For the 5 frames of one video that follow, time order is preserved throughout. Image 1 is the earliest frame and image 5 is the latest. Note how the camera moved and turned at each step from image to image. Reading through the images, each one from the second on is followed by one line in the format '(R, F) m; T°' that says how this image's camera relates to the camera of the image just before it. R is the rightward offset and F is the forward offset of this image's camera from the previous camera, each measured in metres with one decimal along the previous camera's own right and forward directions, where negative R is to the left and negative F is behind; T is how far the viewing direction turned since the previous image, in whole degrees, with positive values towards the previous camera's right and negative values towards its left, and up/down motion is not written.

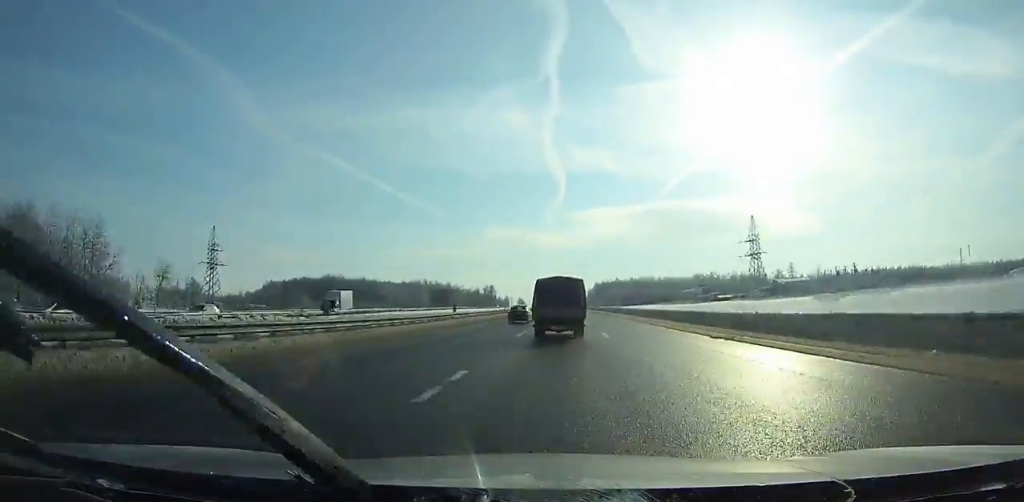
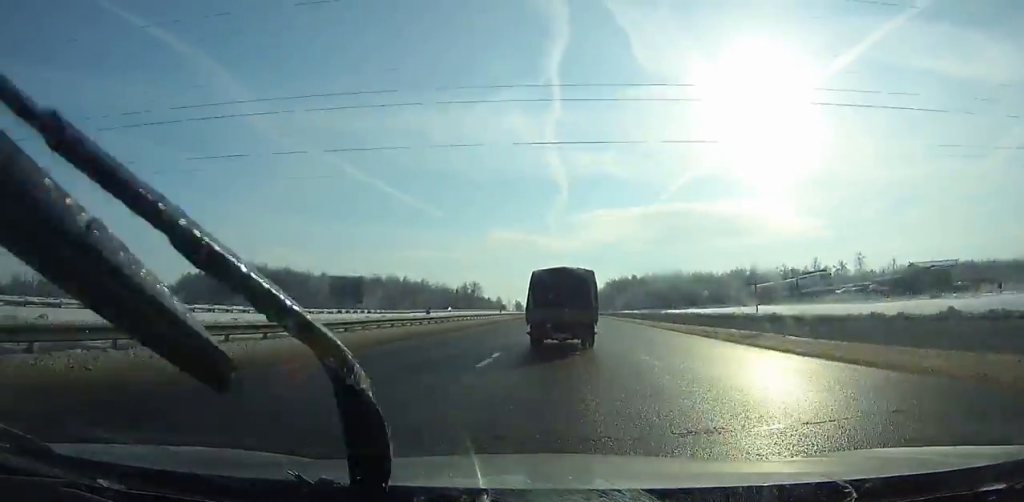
(-0.2, +90.1) m; -1°
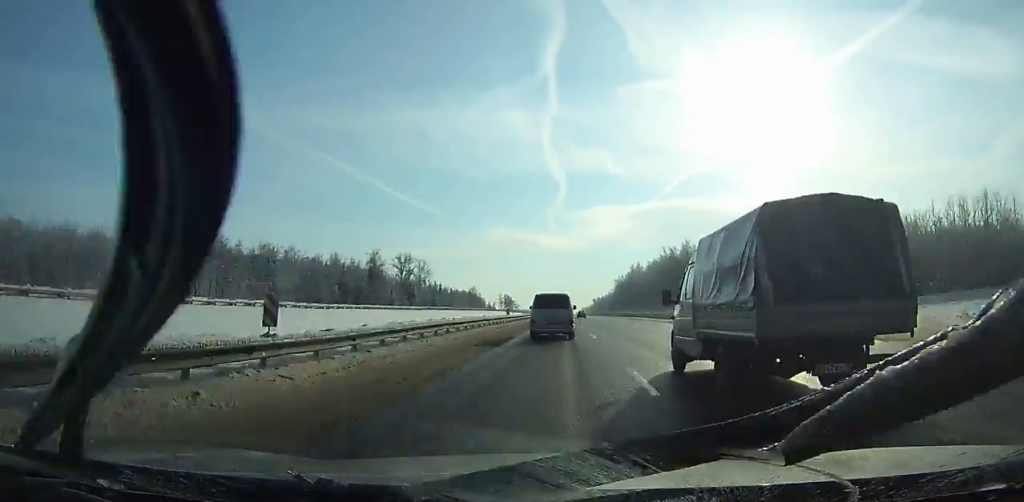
(-0.3, +150.0) m; +1°
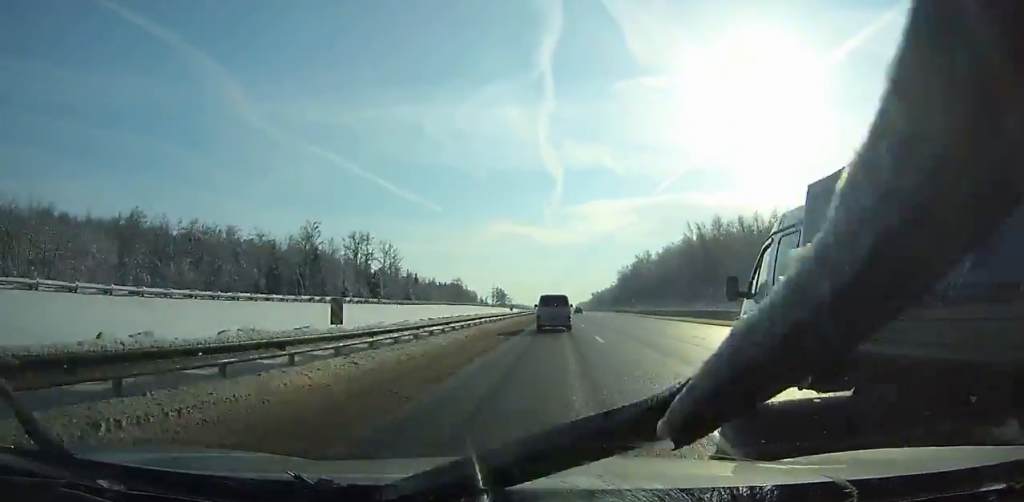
(+0.2, +35.7) m; 0°
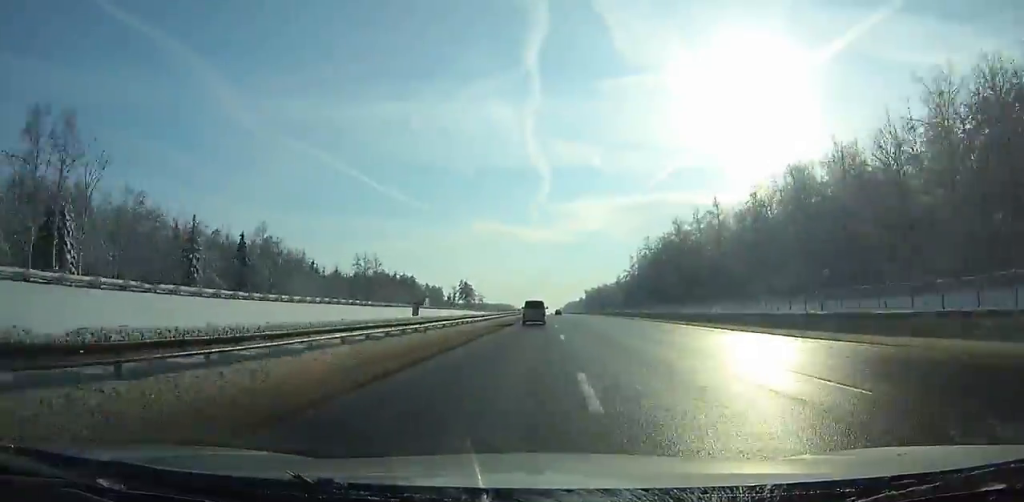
(+1.1, +108.1) m; +1°
